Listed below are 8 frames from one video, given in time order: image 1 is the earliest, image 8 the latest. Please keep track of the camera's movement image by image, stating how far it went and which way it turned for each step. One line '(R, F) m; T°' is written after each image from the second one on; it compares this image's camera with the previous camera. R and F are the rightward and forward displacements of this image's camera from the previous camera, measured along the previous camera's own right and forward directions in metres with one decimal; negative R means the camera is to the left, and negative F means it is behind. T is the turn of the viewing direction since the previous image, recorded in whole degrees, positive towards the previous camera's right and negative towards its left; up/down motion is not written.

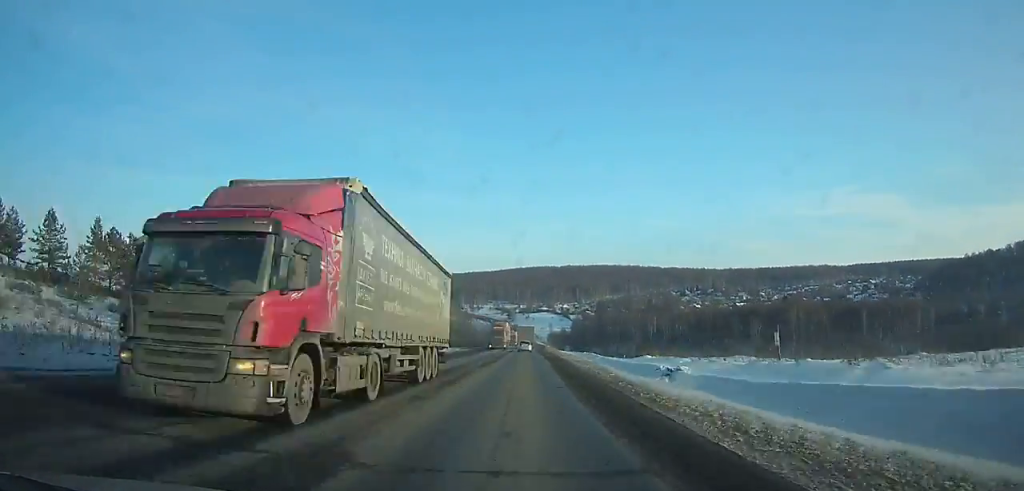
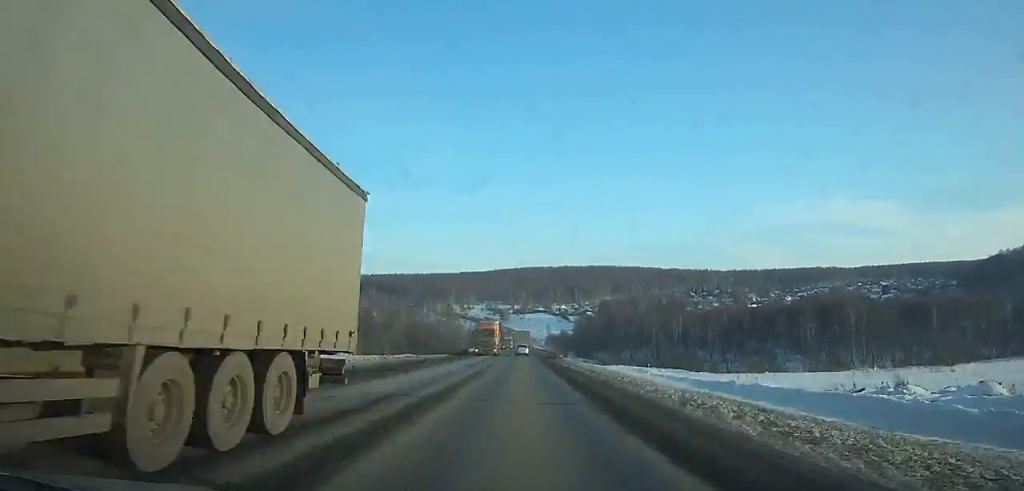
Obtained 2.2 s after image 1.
(+0.2, +50.6) m; 0°
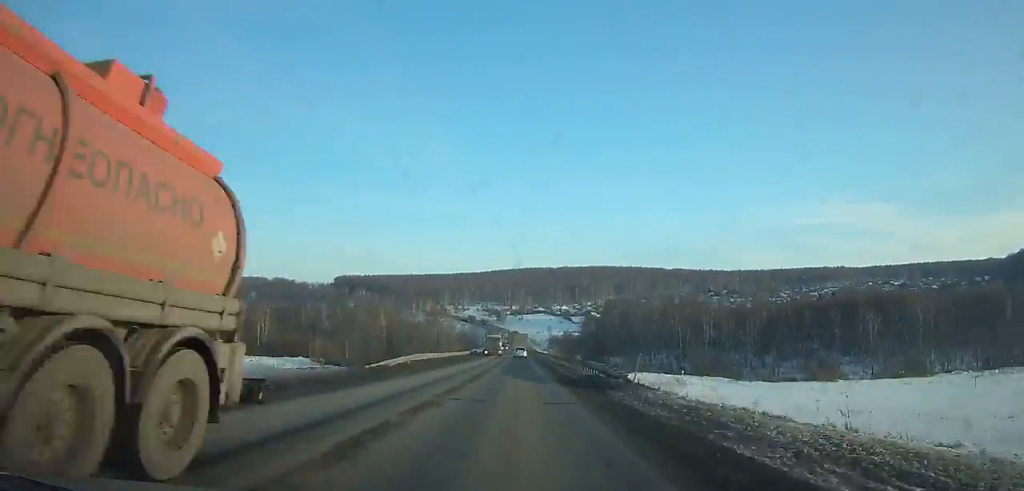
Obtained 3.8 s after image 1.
(+0.3, +37.1) m; 0°
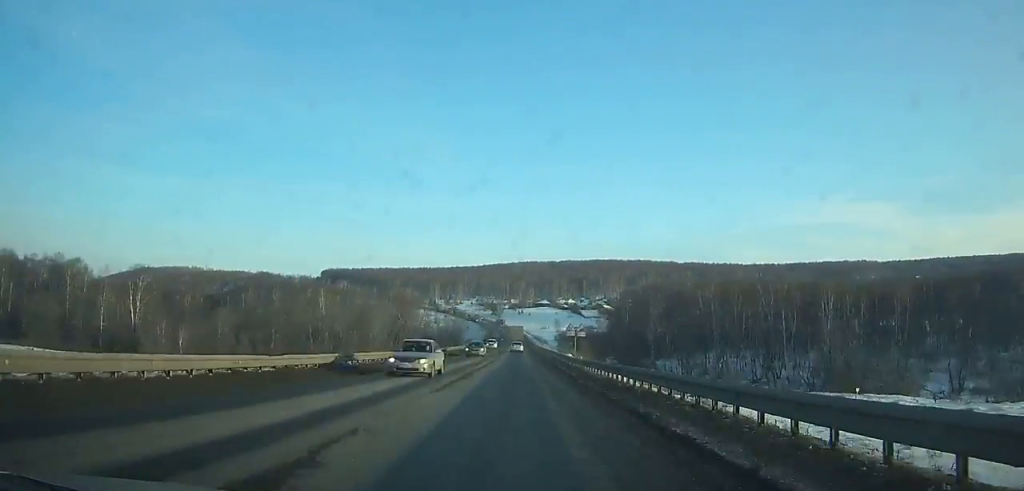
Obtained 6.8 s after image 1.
(-0.2, +70.4) m; -1°
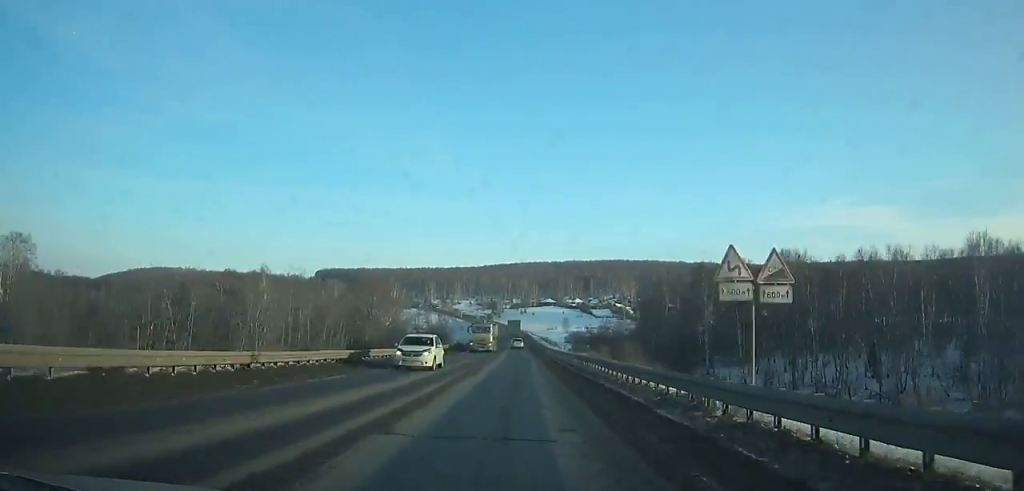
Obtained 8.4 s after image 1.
(-0.2, +37.8) m; 0°
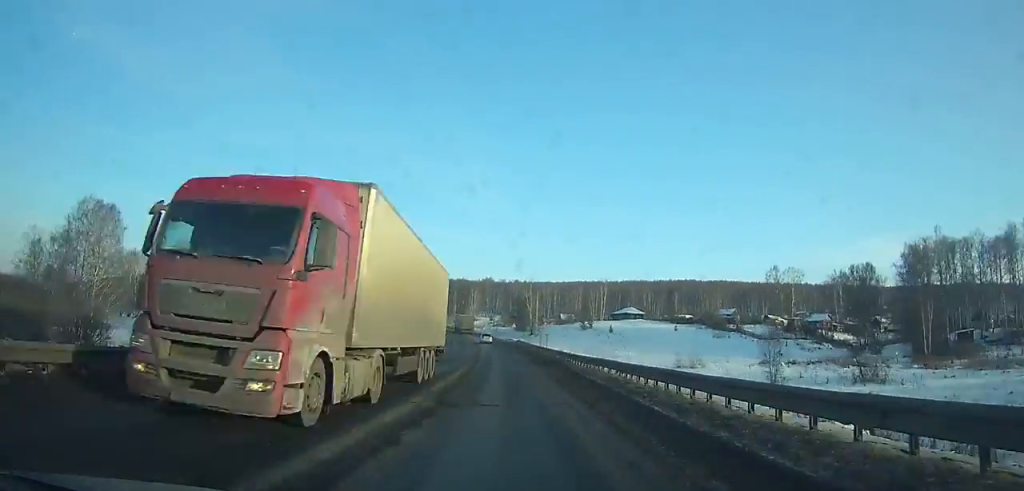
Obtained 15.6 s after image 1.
(-5.9, +167.1) m; -6°
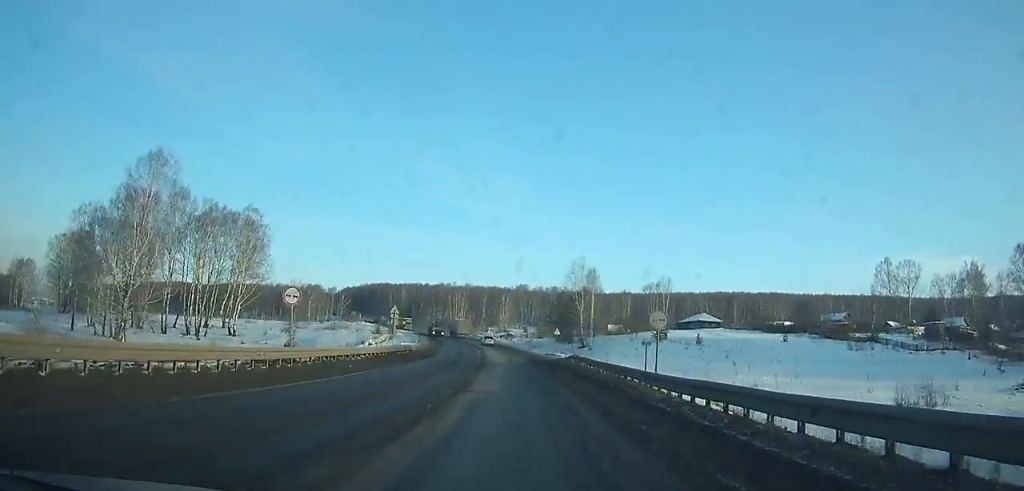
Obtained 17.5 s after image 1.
(-1.5, +42.4) m; -4°
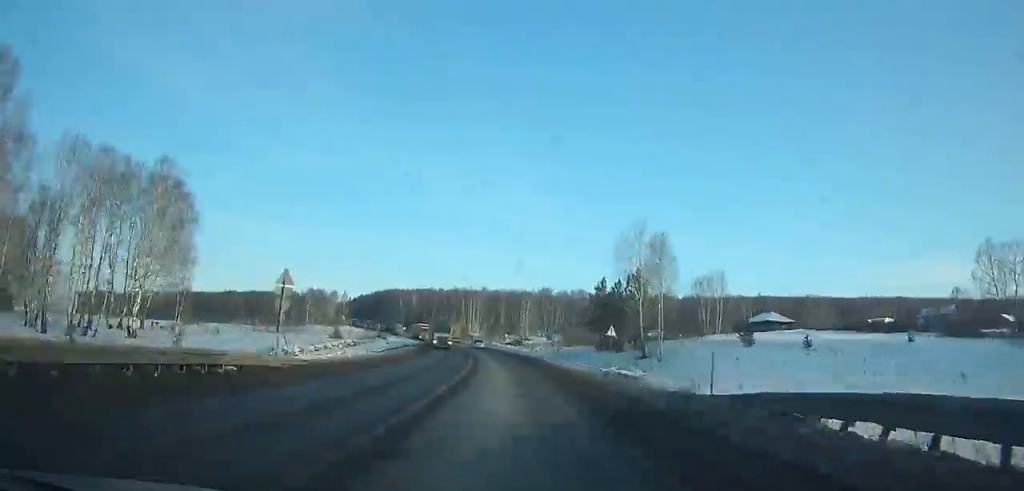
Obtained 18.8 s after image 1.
(+0.1, +28.8) m; -3°
